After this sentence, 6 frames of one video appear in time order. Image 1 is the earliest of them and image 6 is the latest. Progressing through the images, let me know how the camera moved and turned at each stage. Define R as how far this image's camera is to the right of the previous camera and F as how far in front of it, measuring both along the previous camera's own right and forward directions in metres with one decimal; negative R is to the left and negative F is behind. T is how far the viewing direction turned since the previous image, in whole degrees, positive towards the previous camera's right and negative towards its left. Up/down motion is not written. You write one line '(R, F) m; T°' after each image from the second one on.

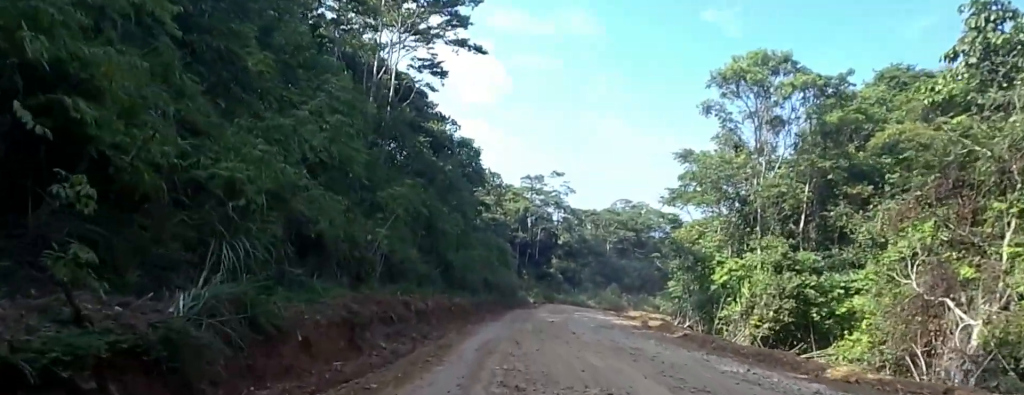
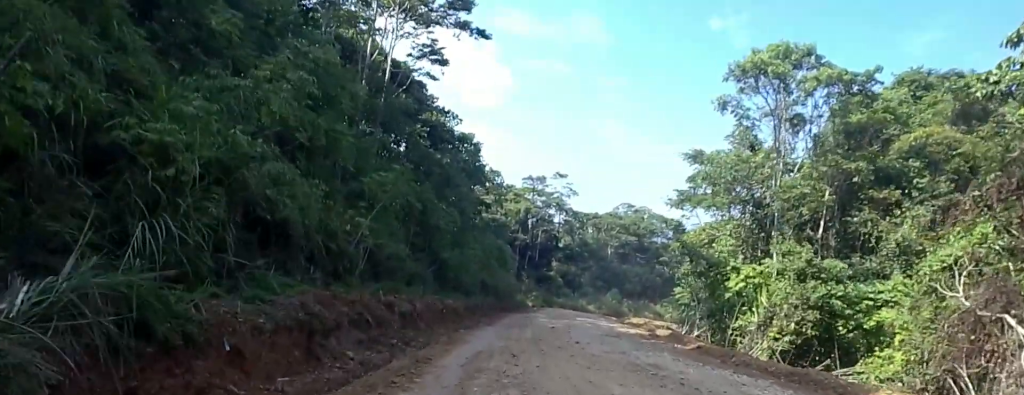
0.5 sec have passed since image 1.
(-0.1, +2.4) m; +2°
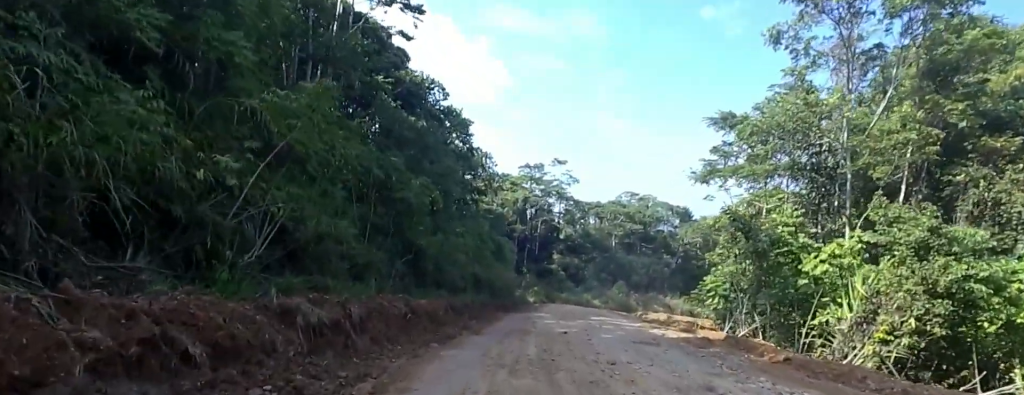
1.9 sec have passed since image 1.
(+0.4, +7.0) m; +4°
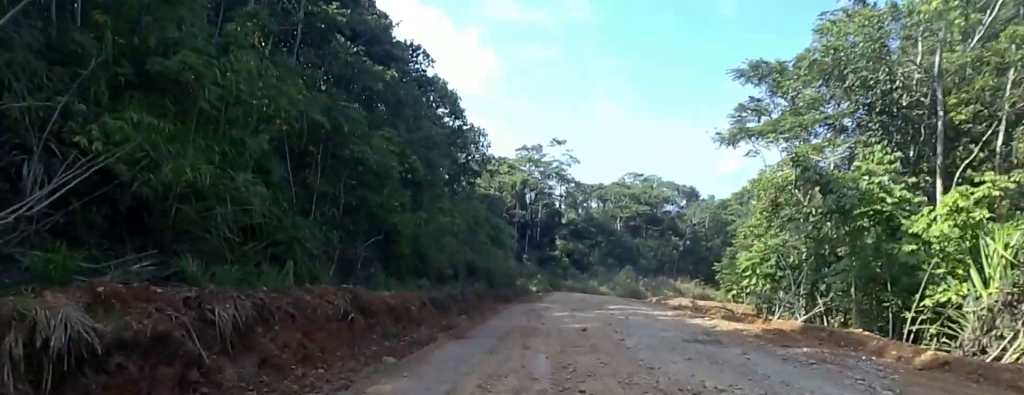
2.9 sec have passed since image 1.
(0.0, +4.8) m; 0°
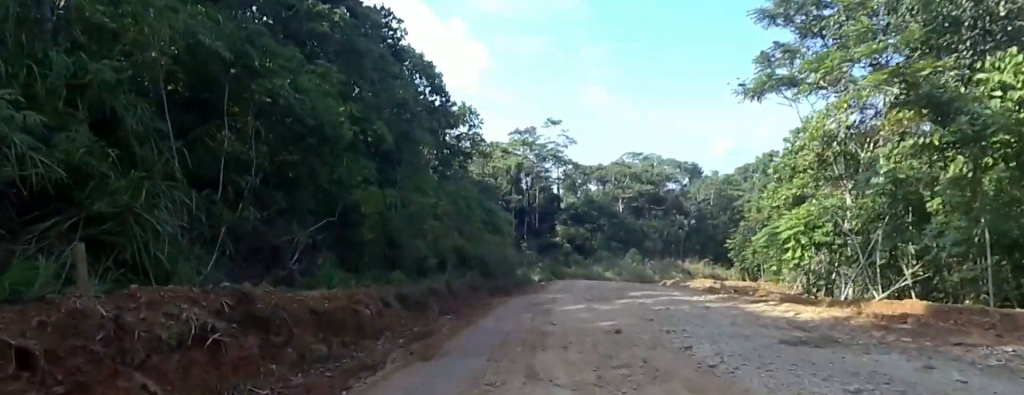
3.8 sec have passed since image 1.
(0.0, +4.2) m; 0°
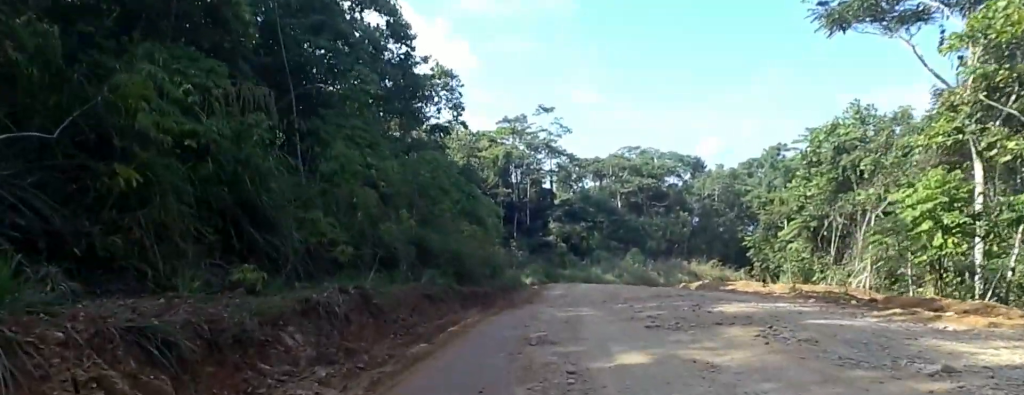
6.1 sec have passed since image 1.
(0.0, +9.7) m; 0°
